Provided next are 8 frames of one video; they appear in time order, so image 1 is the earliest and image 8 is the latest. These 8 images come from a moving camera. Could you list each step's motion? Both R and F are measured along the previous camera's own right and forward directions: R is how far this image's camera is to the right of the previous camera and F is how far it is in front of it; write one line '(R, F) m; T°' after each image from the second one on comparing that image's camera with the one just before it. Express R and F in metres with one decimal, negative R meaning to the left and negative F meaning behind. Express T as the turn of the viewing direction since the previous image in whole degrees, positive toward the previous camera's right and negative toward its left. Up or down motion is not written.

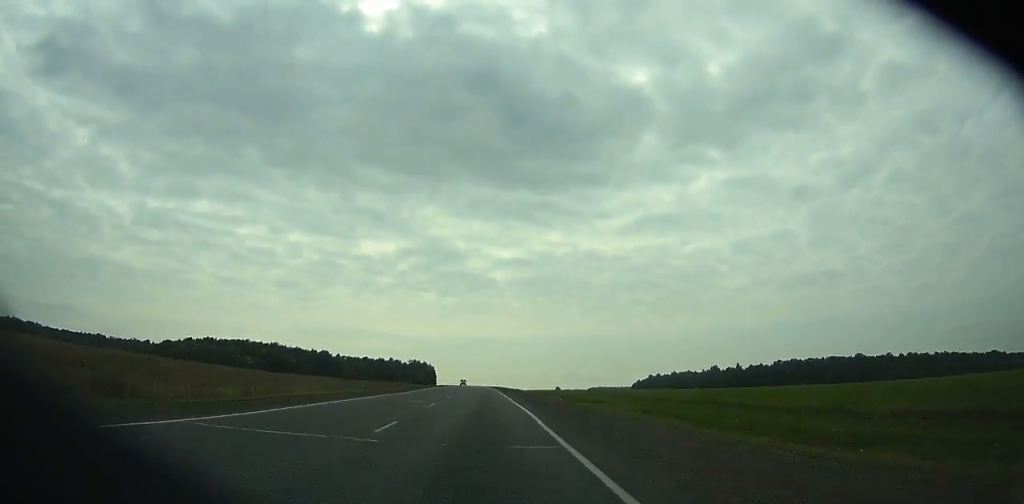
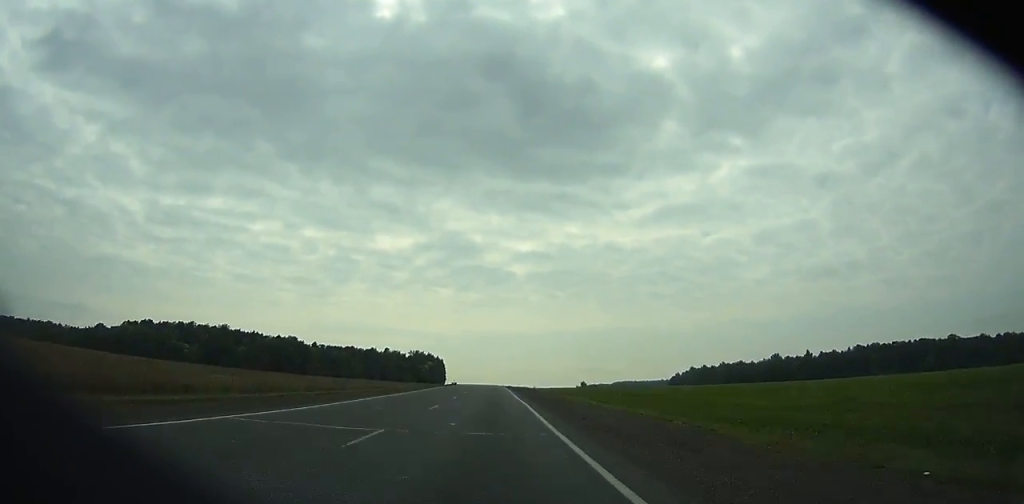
(-1.1, +98.8) m; -1°
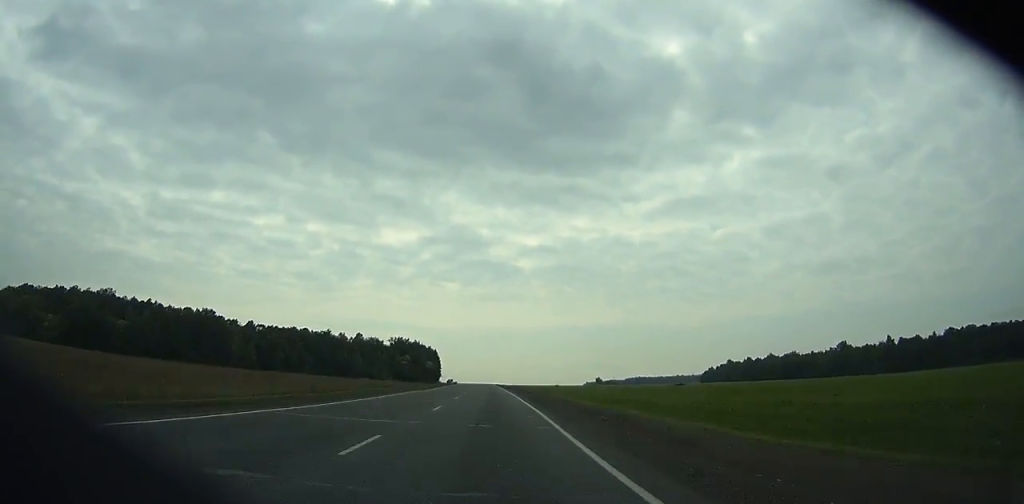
(-0.7, +99.2) m; -1°
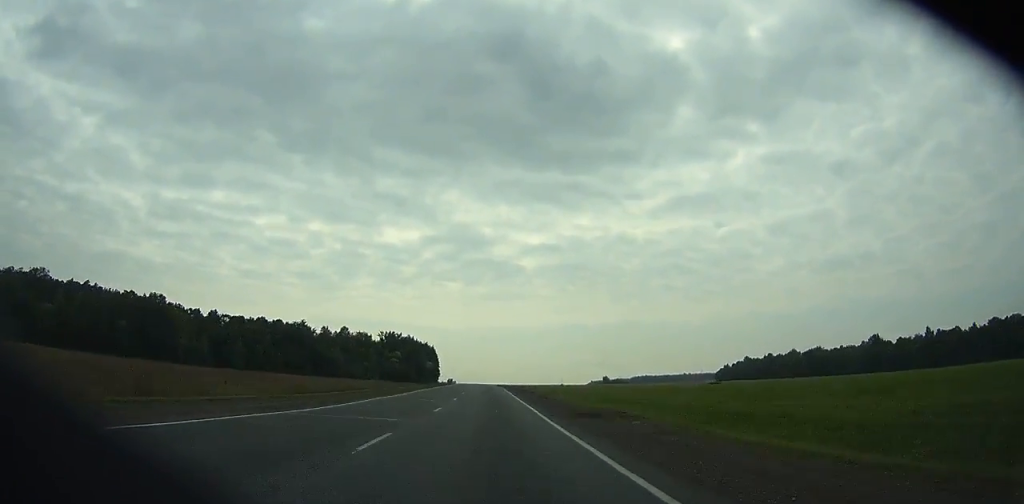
(0.0, +35.2) m; 0°
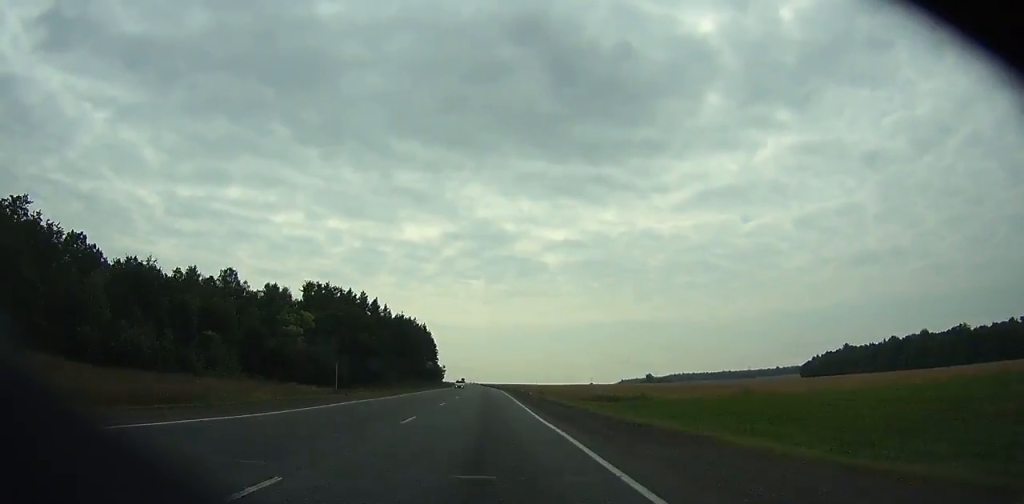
(-2.4, +137.7) m; -2°
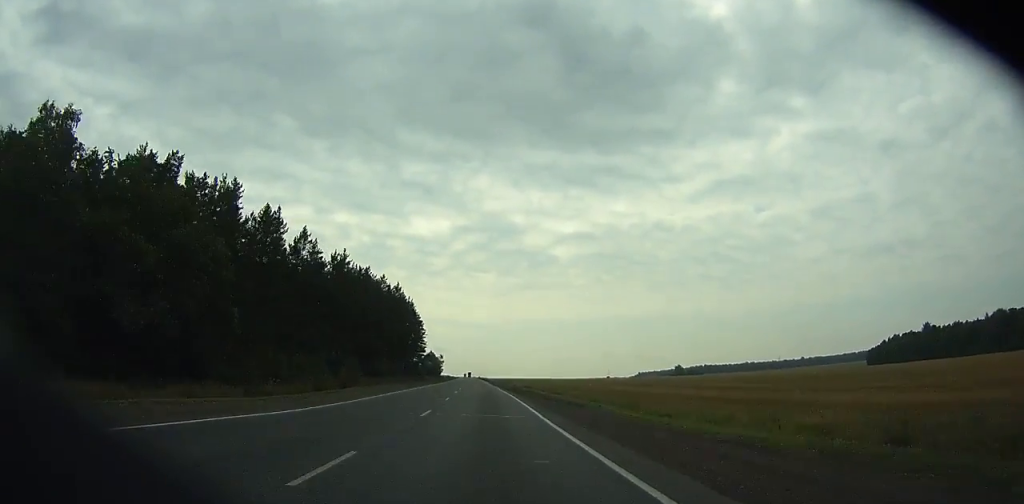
(-0.9, +81.7) m; -1°
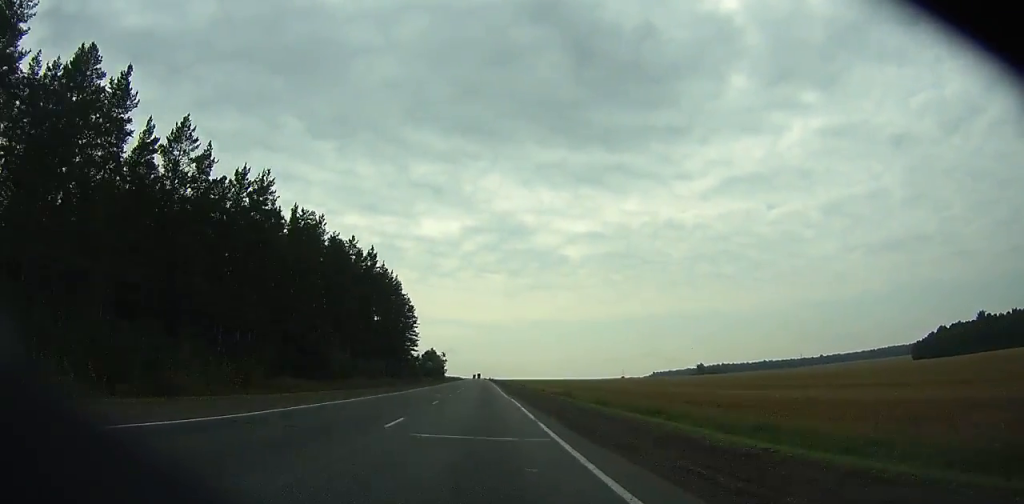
(-0.3, +39.8) m; -1°
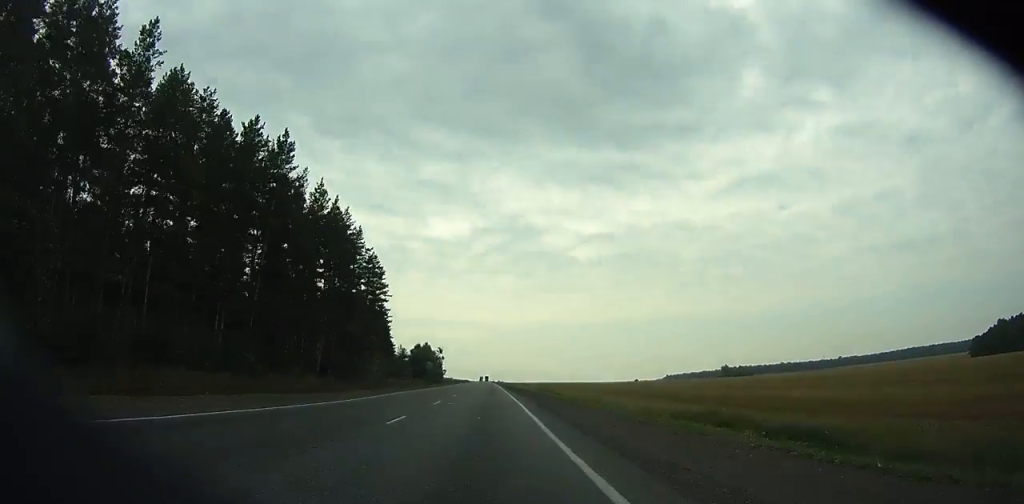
(-0.4, +48.6) m; -1°
